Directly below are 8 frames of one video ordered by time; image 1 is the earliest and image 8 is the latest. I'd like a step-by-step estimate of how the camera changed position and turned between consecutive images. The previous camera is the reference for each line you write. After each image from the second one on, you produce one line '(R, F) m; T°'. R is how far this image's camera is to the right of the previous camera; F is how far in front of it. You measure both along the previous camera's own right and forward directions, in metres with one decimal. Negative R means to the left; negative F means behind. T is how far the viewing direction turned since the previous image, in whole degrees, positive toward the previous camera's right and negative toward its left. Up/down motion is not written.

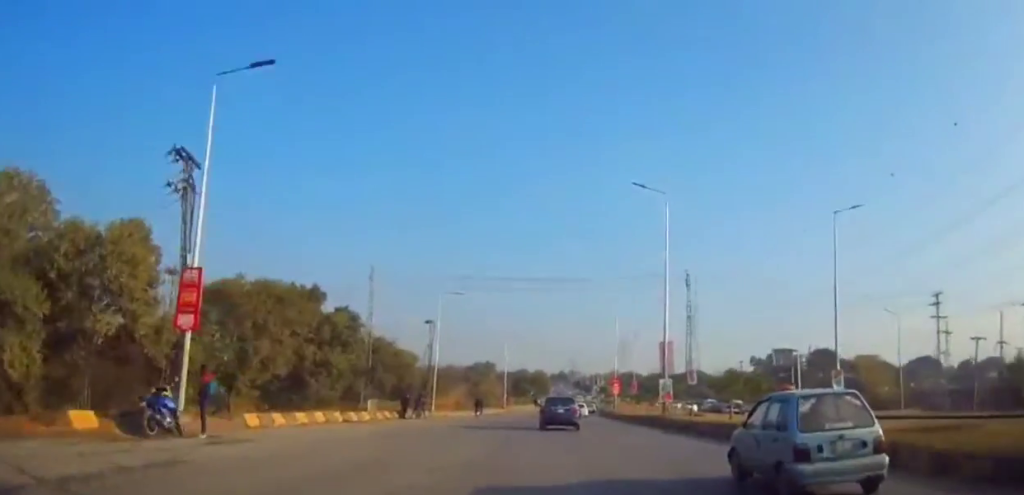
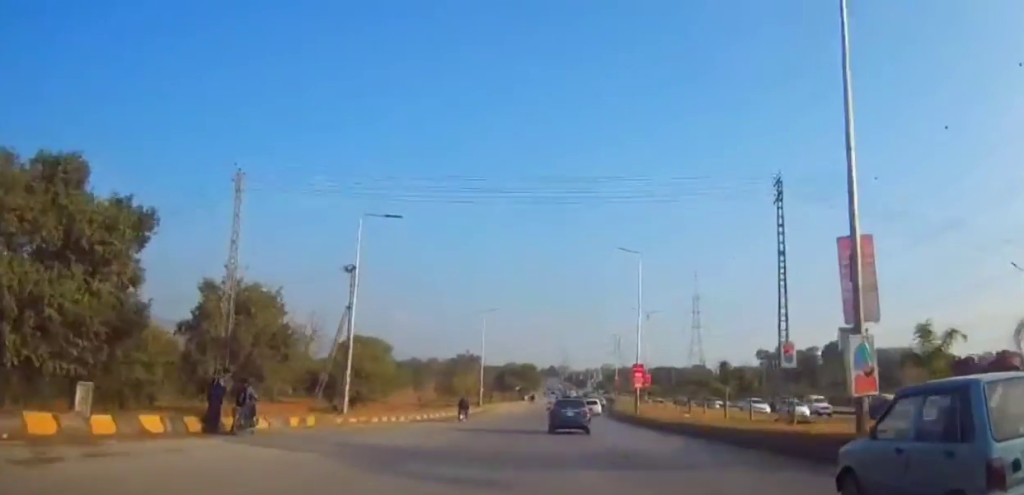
(+0.3, +24.6) m; +2°
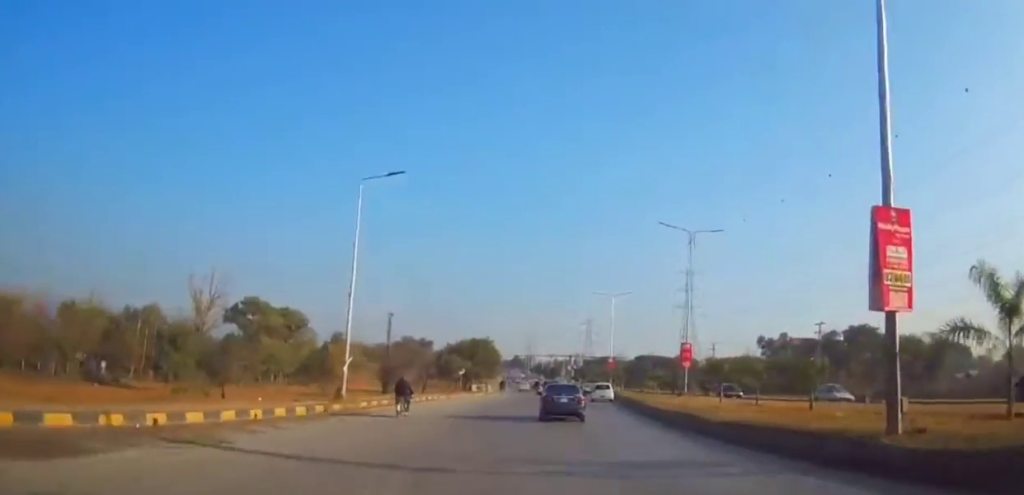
(+0.2, +42.9) m; +1°
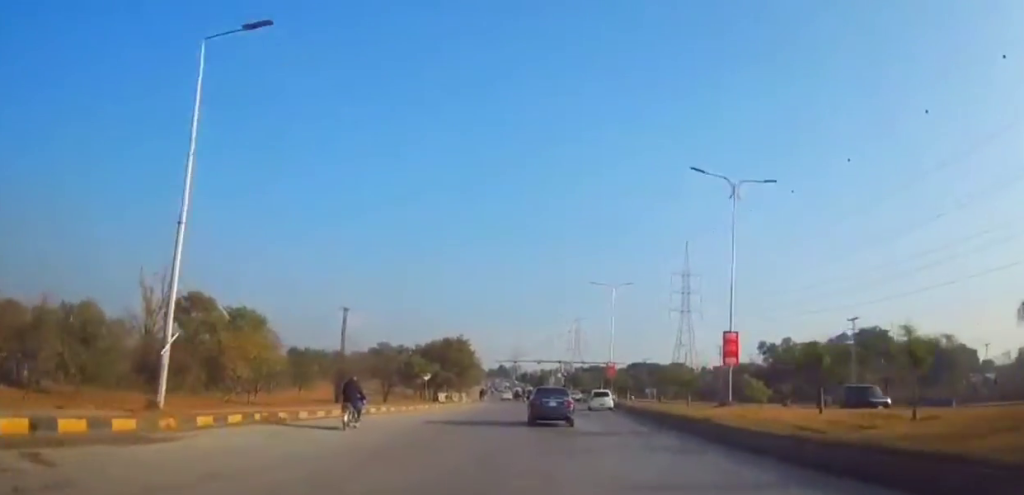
(+0.2, +15.1) m; +2°
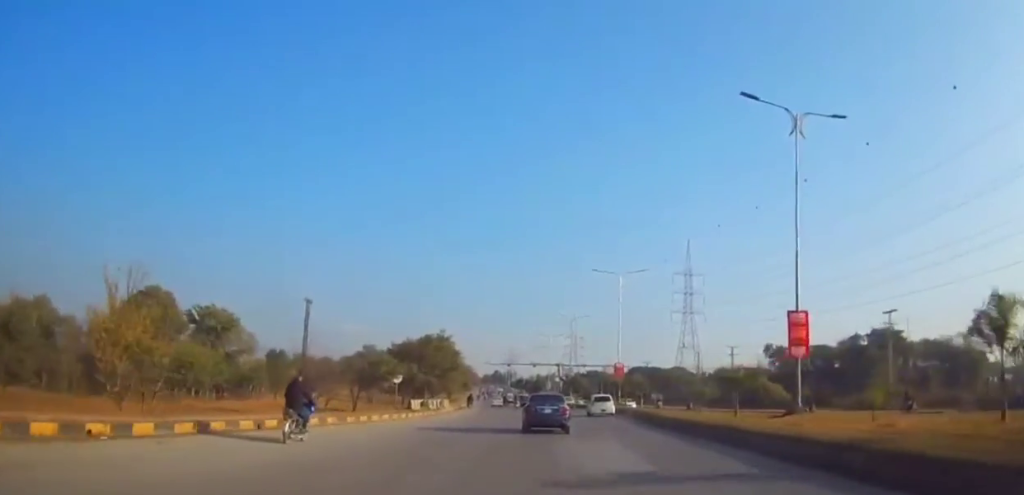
(+0.2, +10.6) m; +1°
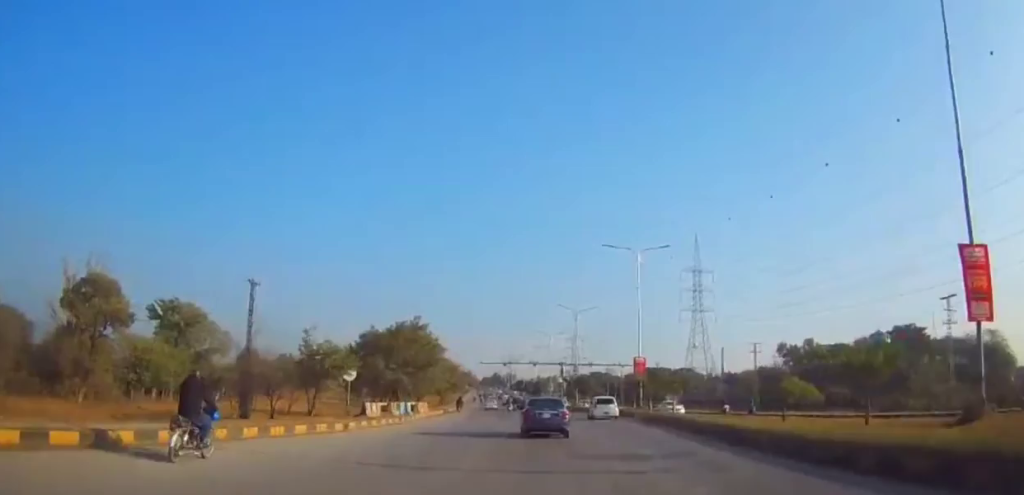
(+0.1, +12.5) m; 0°
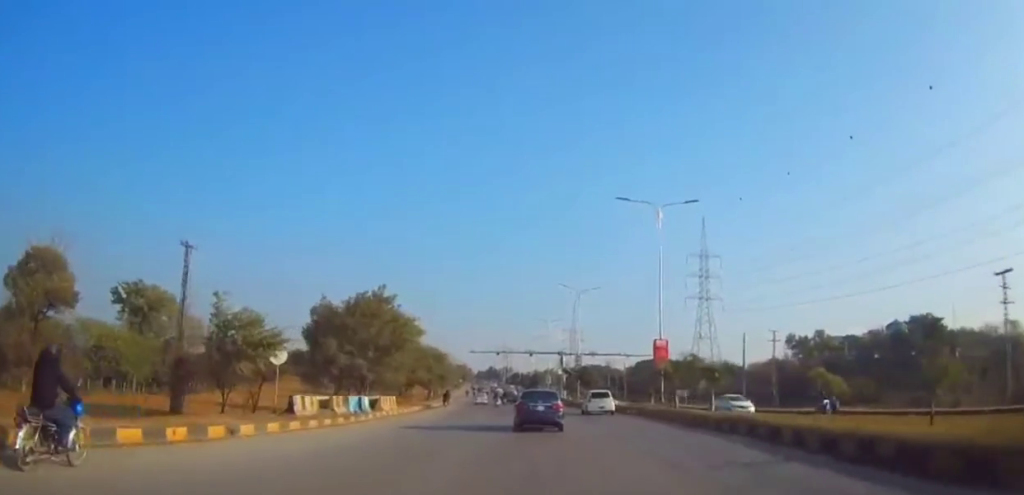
(0.0, +10.0) m; -1°
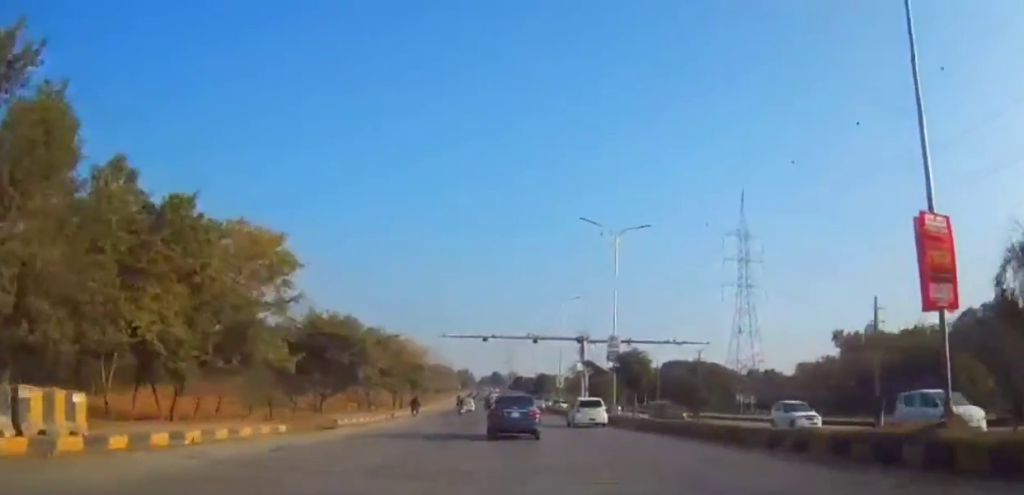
(-0.5, +29.6) m; -2°
